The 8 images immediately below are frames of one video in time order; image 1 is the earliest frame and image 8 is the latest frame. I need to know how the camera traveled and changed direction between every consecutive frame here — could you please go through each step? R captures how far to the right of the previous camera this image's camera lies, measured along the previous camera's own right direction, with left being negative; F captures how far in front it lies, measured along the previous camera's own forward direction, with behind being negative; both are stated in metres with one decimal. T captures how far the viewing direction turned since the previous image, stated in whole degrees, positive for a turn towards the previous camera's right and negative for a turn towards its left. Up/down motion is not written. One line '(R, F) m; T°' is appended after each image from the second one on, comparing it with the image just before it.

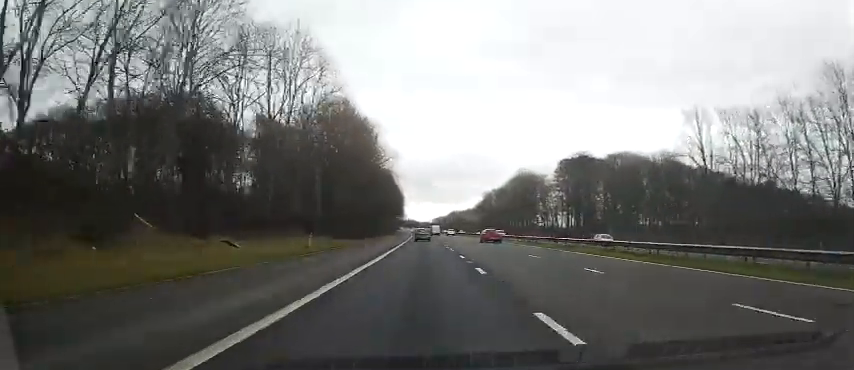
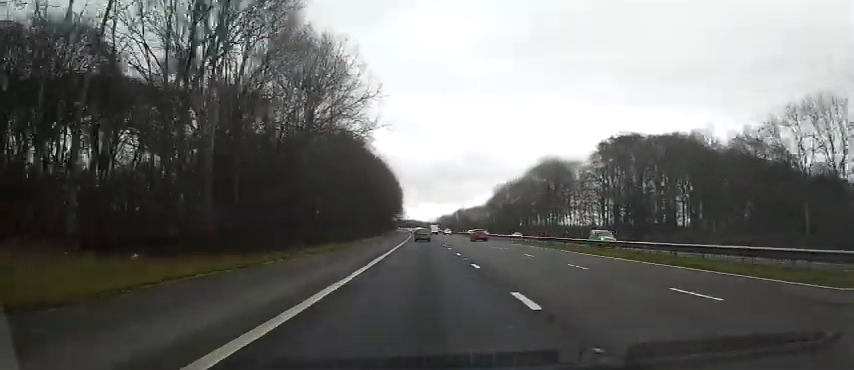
(-0.5, +33.4) m; 0°
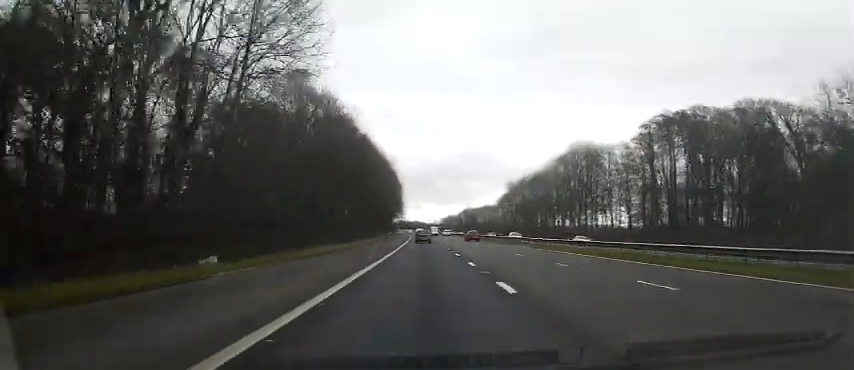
(+0.2, +25.1) m; 0°
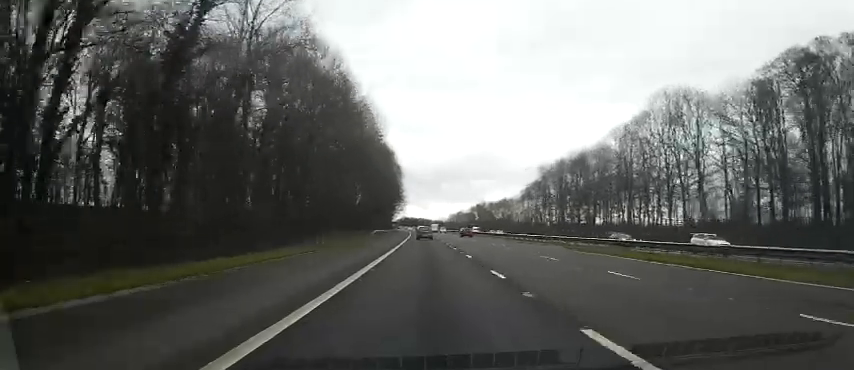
(-0.4, +41.7) m; 0°
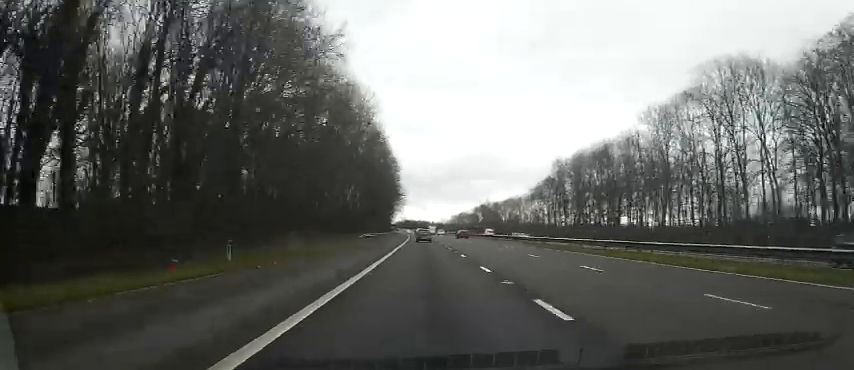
(0.0, +15.4) m; 0°
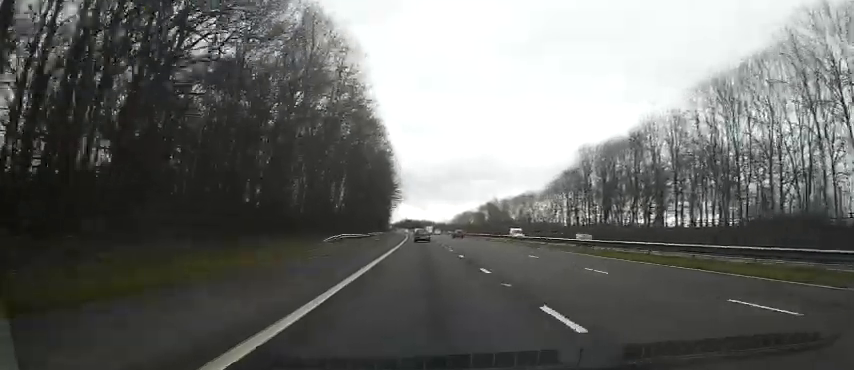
(+0.3, +18.9) m; 0°
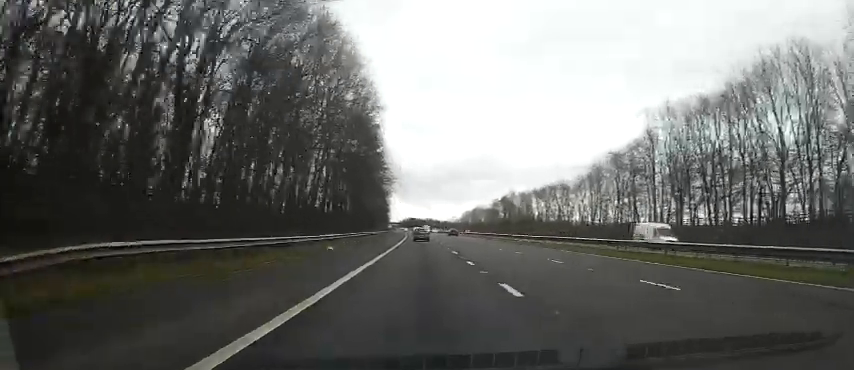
(-0.5, +31.8) m; -1°
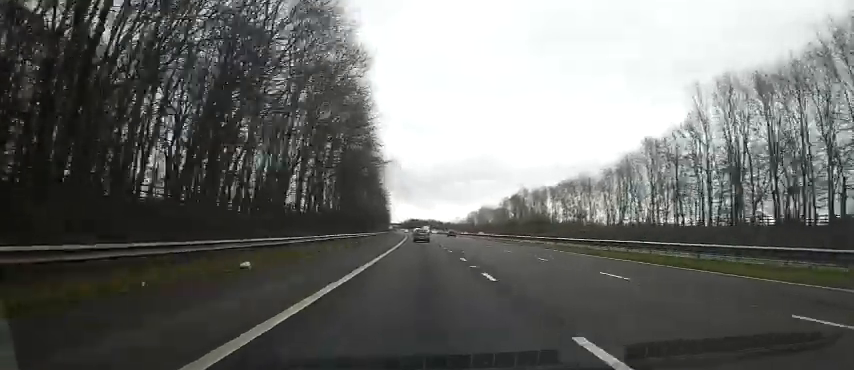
(0.0, +15.3) m; 0°
